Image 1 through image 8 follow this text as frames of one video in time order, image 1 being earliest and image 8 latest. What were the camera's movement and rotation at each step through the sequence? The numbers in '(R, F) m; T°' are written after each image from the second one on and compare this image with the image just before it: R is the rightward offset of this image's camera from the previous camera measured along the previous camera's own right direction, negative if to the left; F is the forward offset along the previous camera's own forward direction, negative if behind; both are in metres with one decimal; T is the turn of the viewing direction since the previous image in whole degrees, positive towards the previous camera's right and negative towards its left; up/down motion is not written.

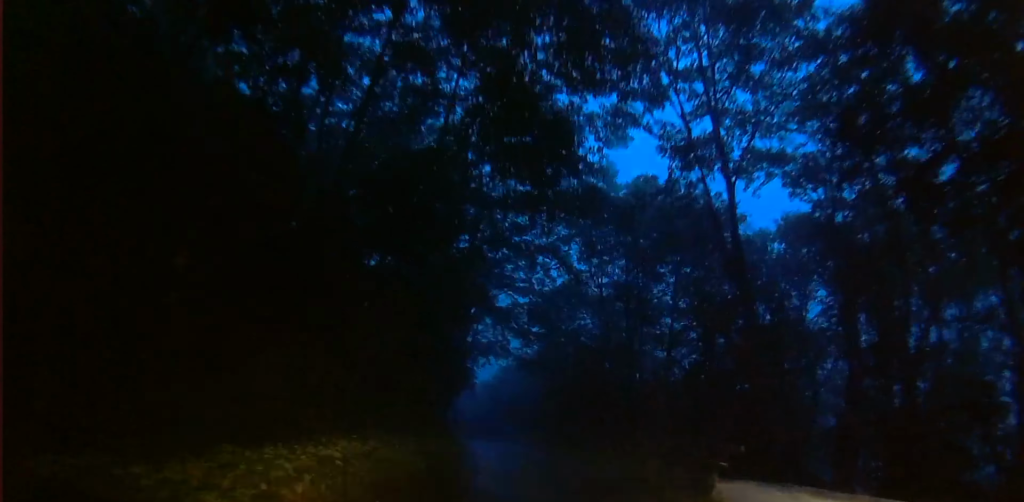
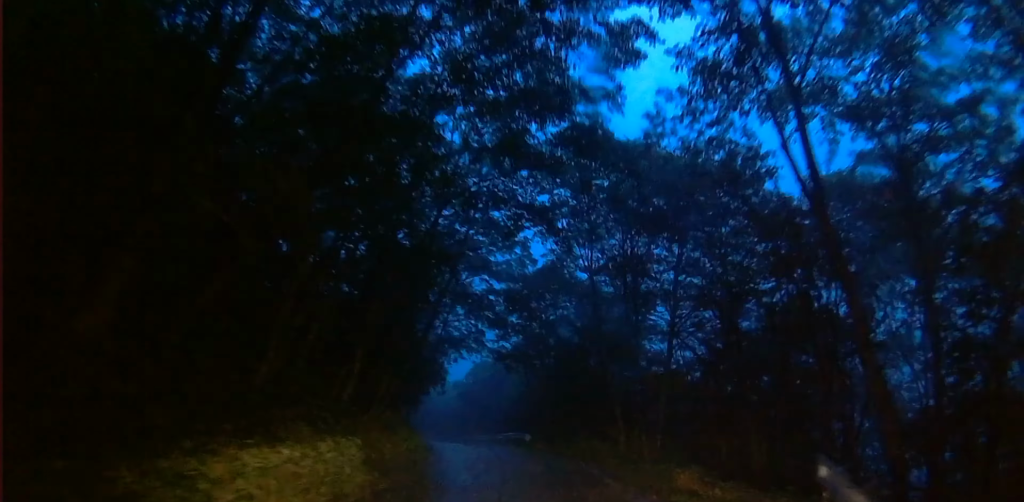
(-0.2, +4.6) m; +4°
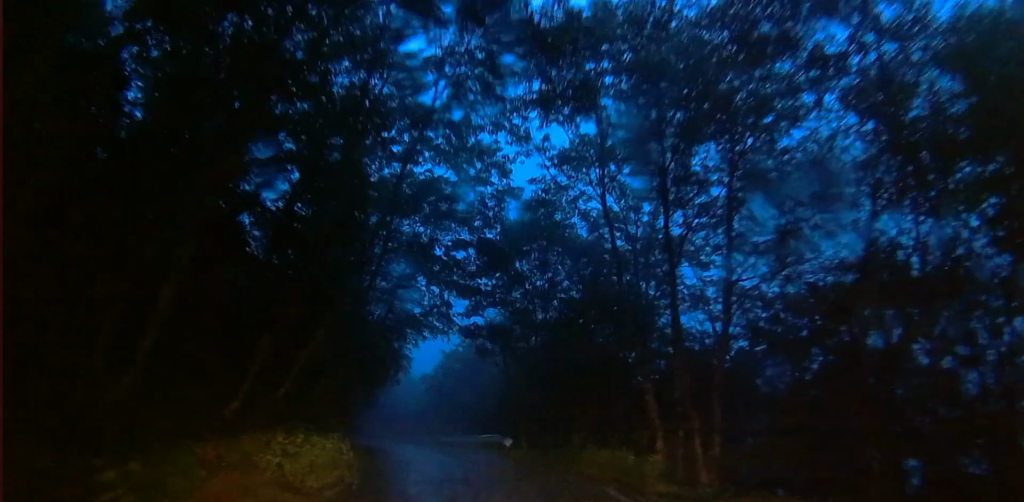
(+1.0, +9.6) m; +5°
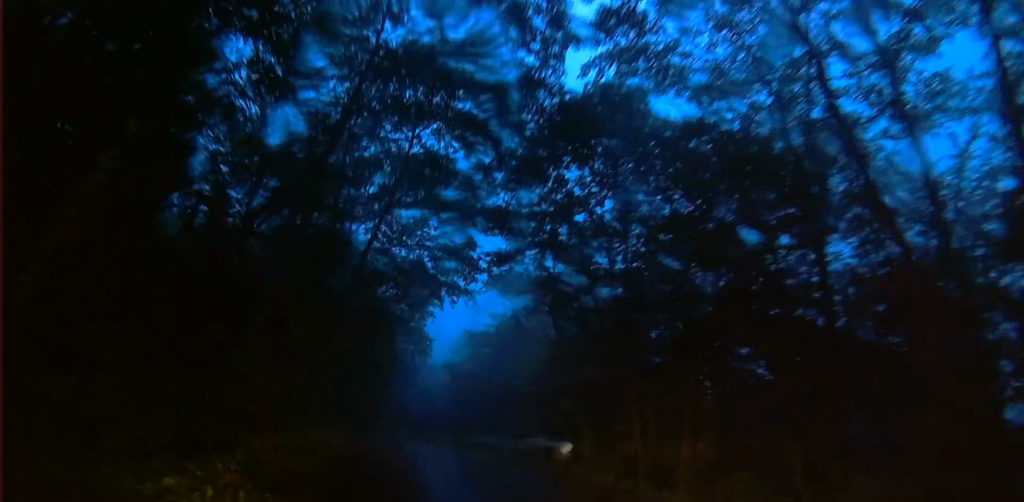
(-0.3, +10.5) m; -4°
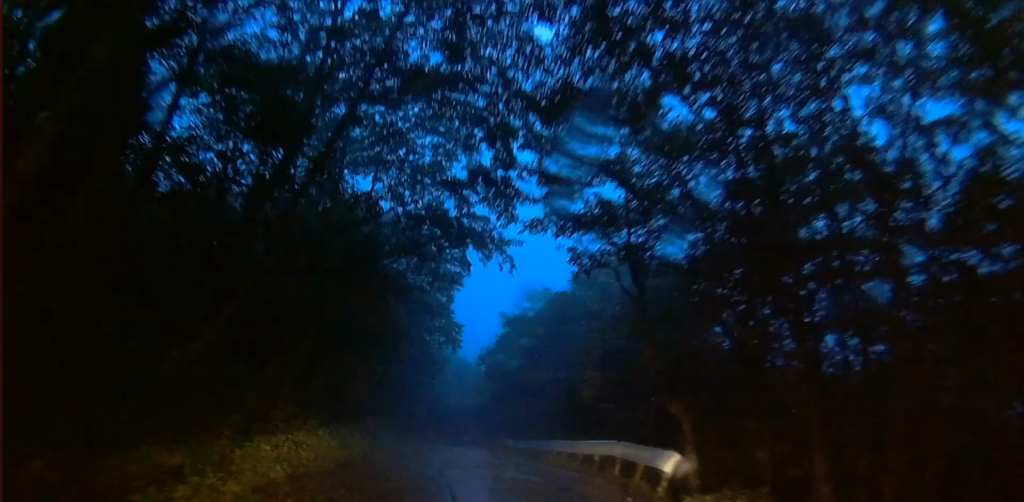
(-0.2, +7.3) m; -3°
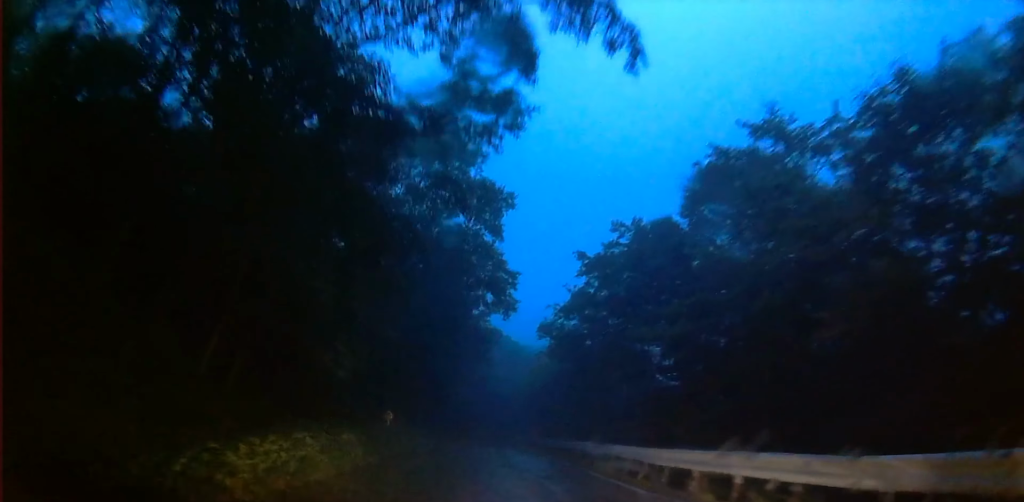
(-0.2, +11.9) m; +1°
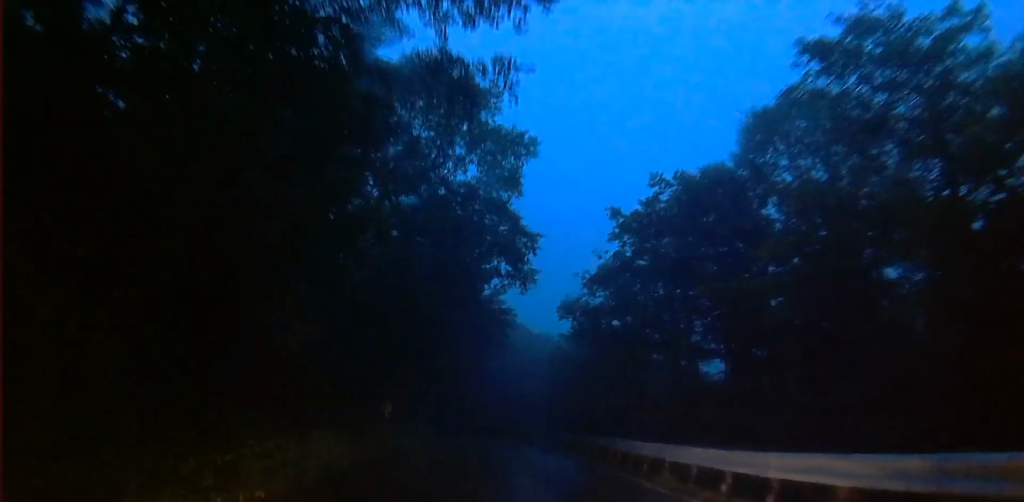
(0.0, +4.6) m; -2°
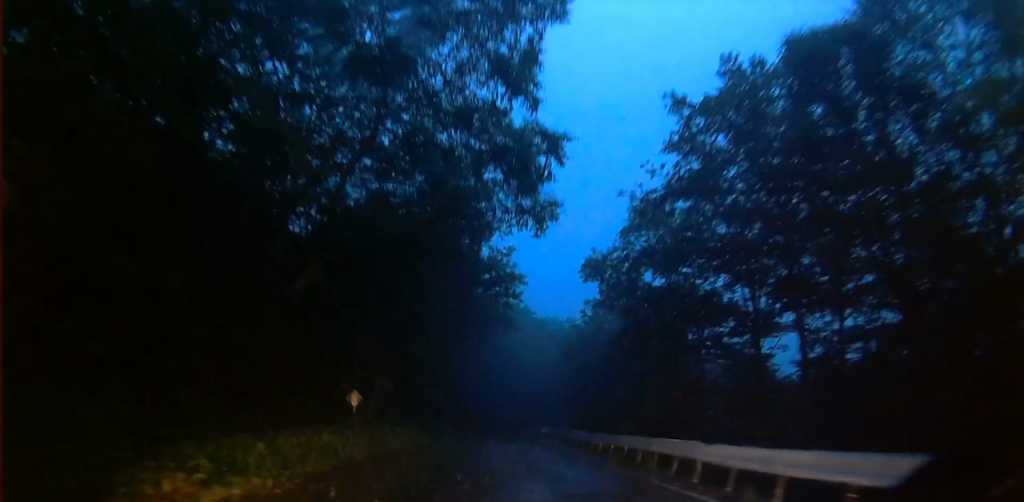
(-0.2, +7.5) m; -4°
